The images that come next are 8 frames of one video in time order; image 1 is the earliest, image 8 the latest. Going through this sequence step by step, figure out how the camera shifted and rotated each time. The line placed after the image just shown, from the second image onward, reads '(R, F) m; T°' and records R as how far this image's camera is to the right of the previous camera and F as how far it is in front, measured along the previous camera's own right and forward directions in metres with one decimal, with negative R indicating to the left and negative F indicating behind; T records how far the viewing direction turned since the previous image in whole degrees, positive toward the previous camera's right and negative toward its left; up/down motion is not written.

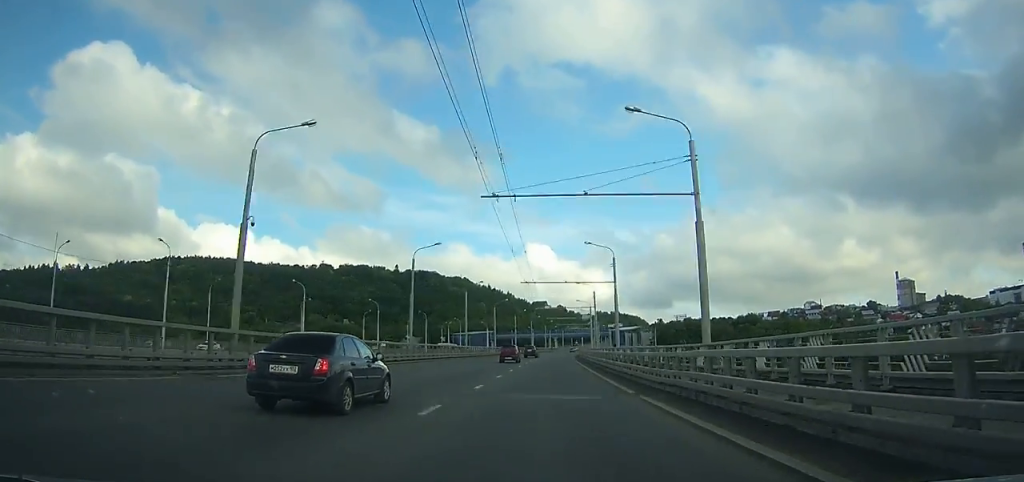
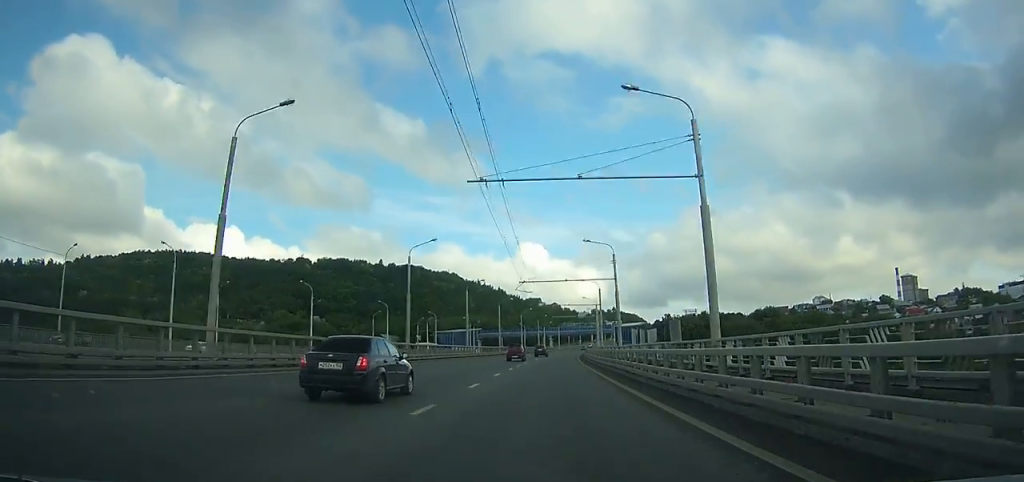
(+0.1, +31.7) m; +1°
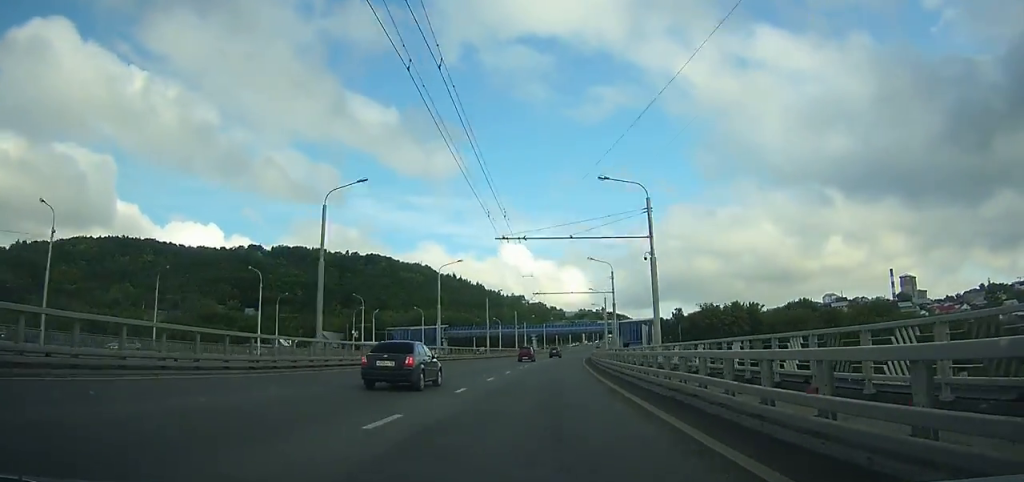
(+0.5, +49.1) m; +1°
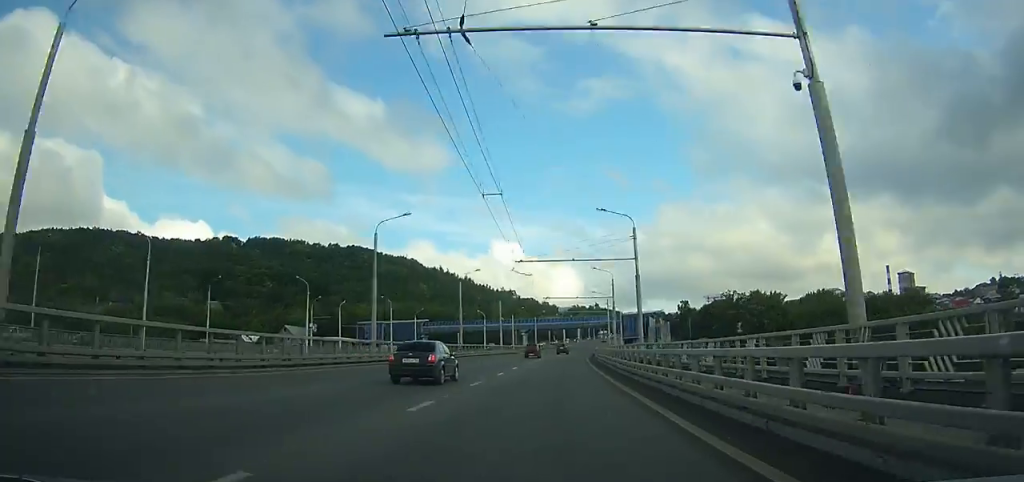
(+0.1, +21.1) m; +1°
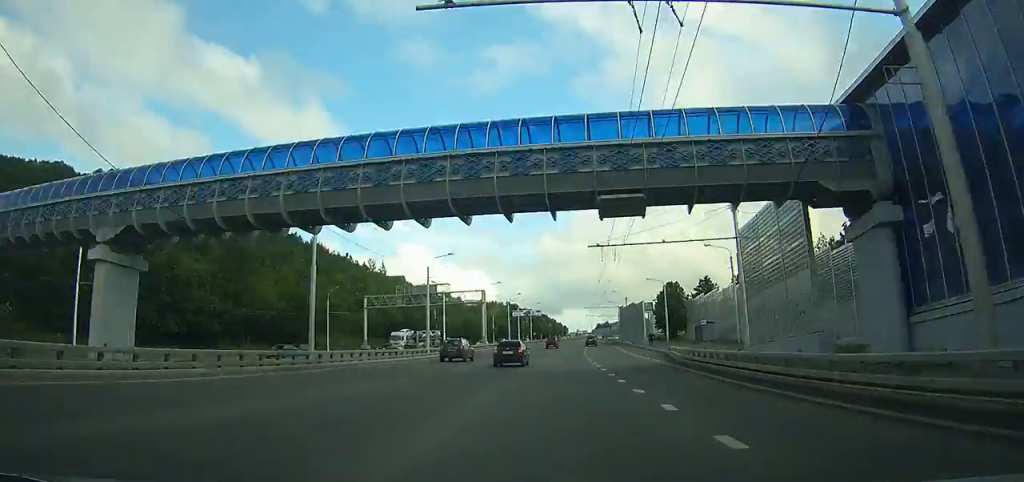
(+8.5, +141.3) m; +8°
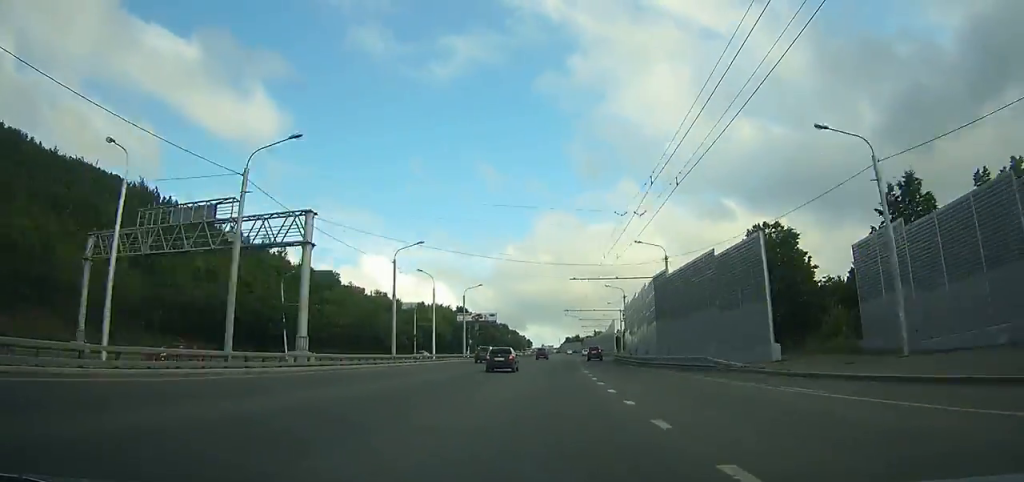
(+2.3, +63.8) m; +3°
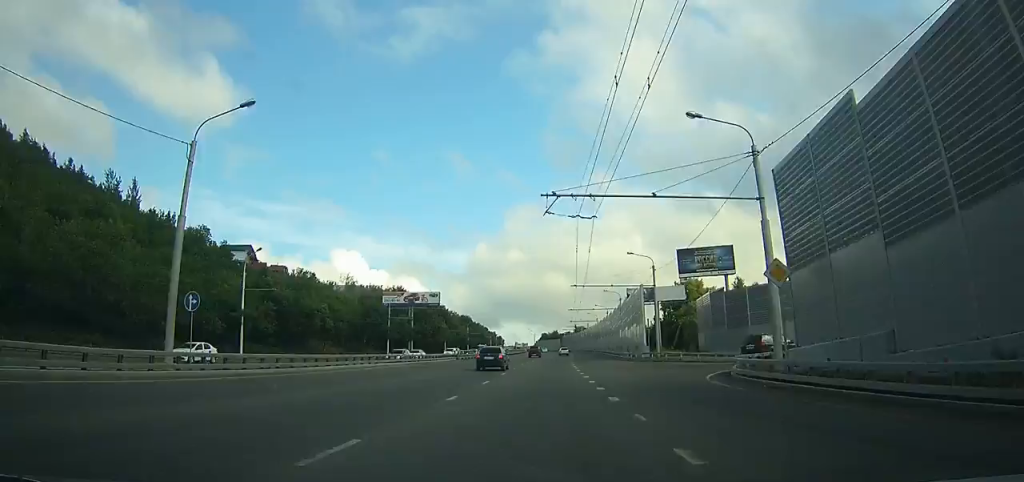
(+1.3, +58.4) m; +2°
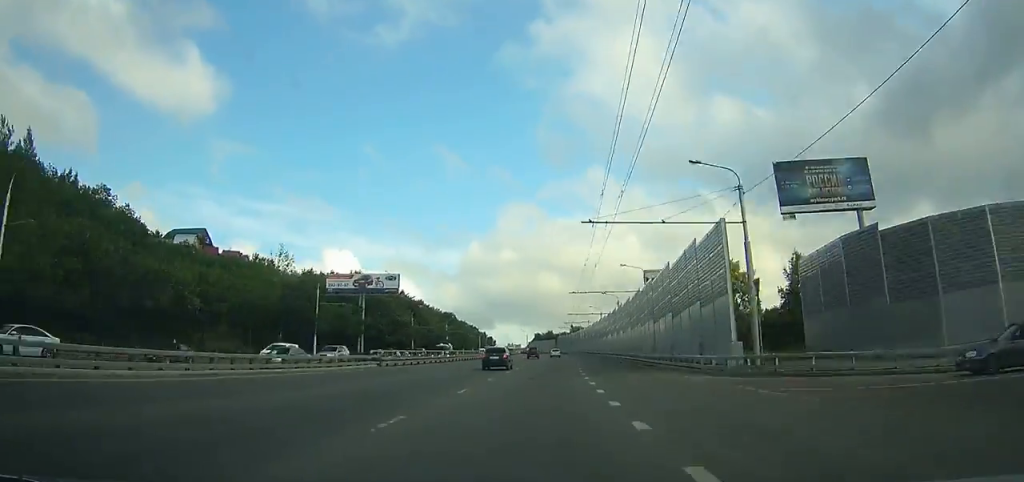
(+0.1, +30.1) m; +1°
